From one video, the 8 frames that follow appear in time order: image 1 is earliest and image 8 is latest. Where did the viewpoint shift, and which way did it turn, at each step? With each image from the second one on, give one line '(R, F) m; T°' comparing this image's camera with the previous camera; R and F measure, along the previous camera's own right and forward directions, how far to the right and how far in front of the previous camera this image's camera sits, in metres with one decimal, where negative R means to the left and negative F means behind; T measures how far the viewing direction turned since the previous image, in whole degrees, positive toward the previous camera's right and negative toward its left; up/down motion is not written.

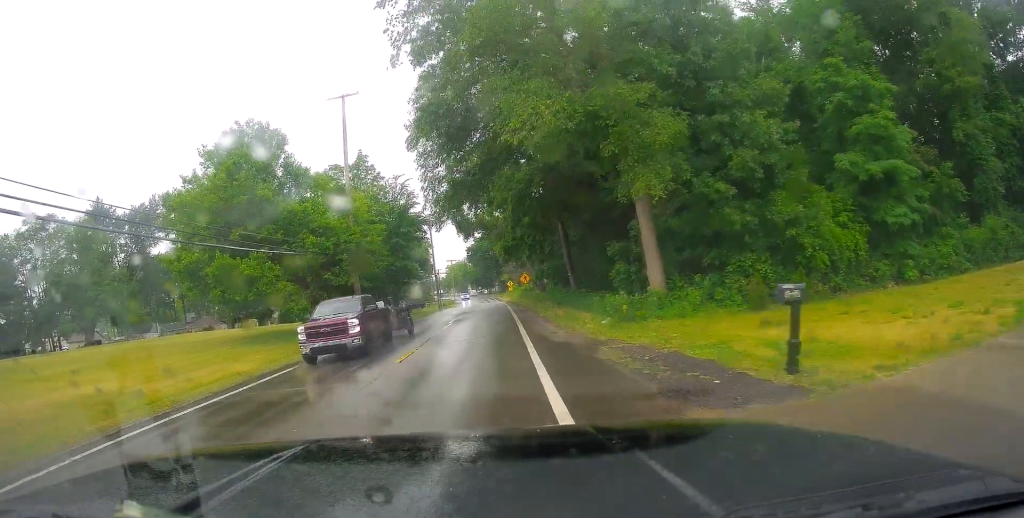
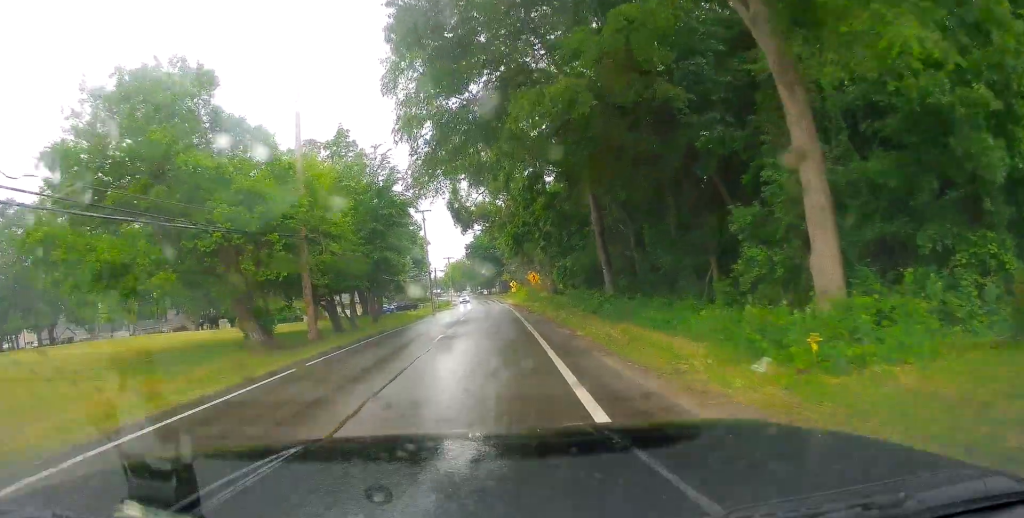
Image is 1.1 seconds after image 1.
(-1.1, +11.3) m; -7°
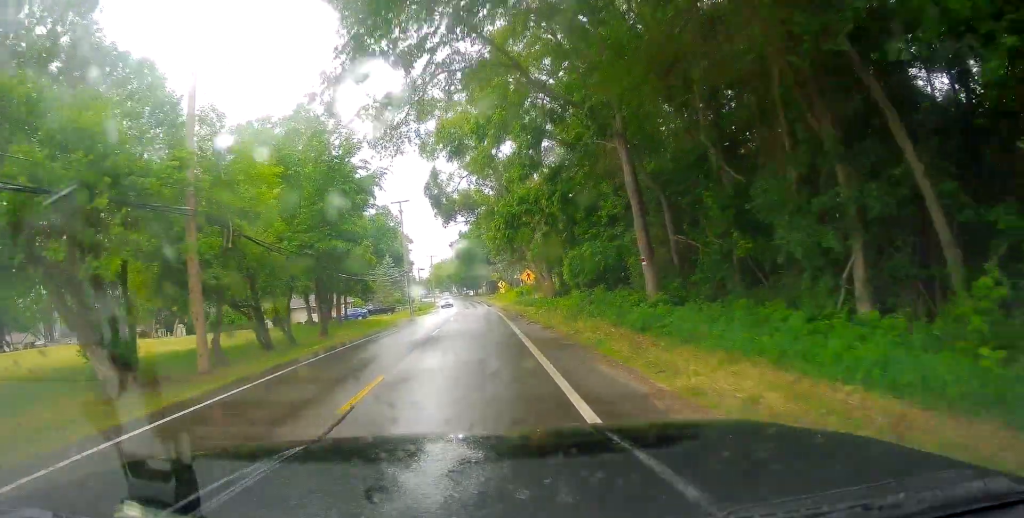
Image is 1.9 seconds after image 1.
(0.0, +9.6) m; -3°
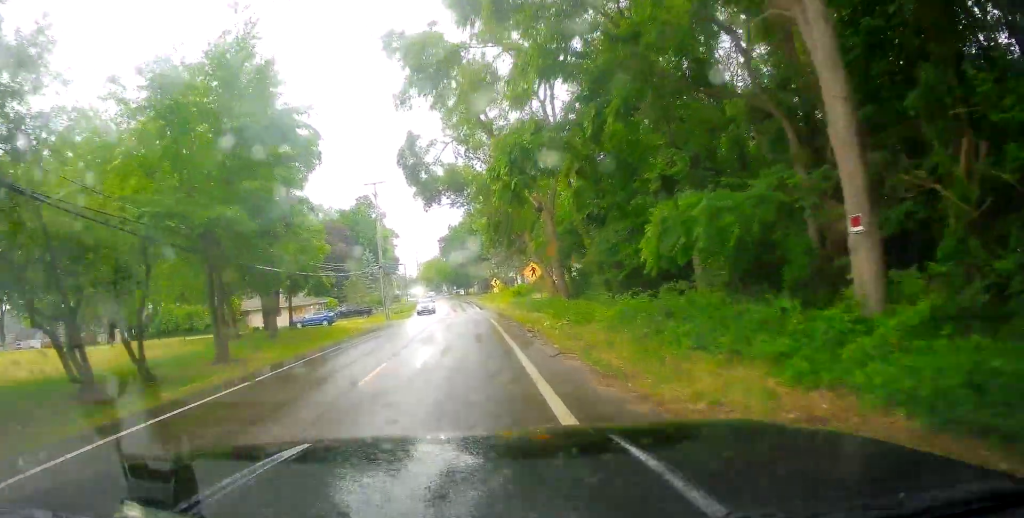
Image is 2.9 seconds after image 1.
(-0.7, +11.9) m; -1°
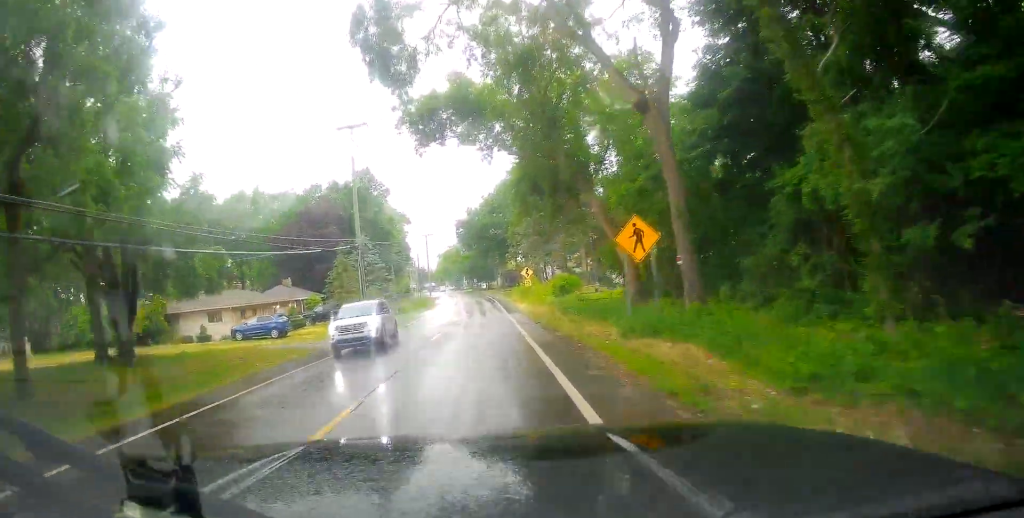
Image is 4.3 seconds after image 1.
(+0.1, +19.3) m; -2°
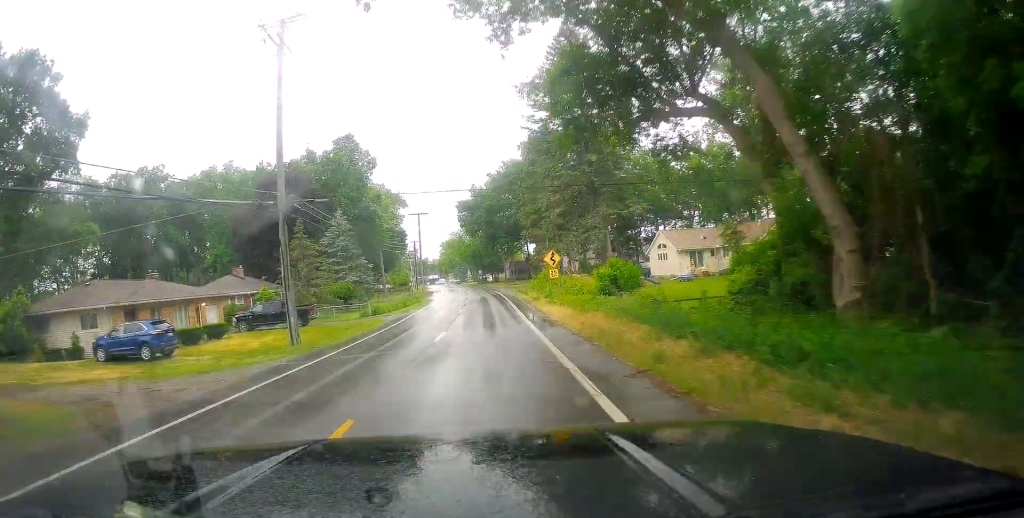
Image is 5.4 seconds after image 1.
(-0.1, +16.3) m; 0°
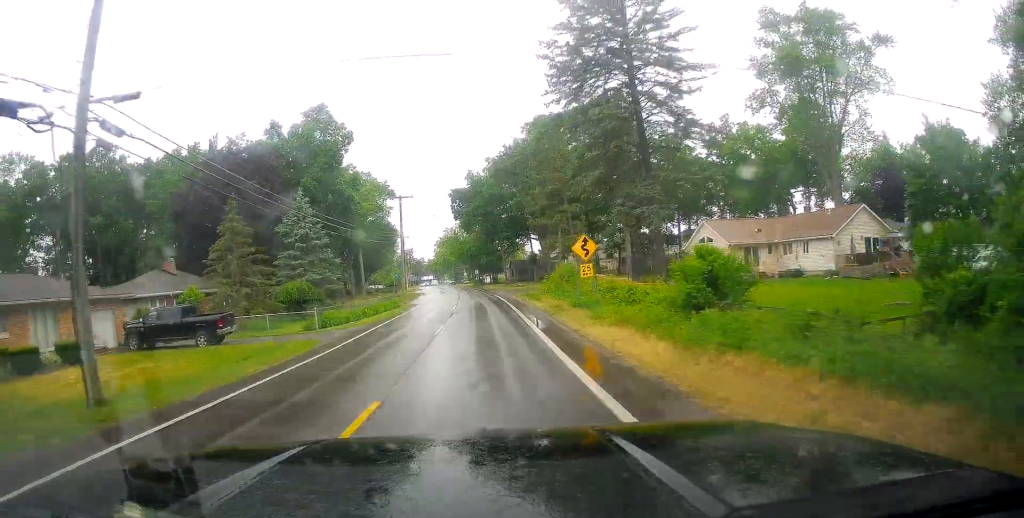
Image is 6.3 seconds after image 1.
(+0.1, +13.2) m; -1°
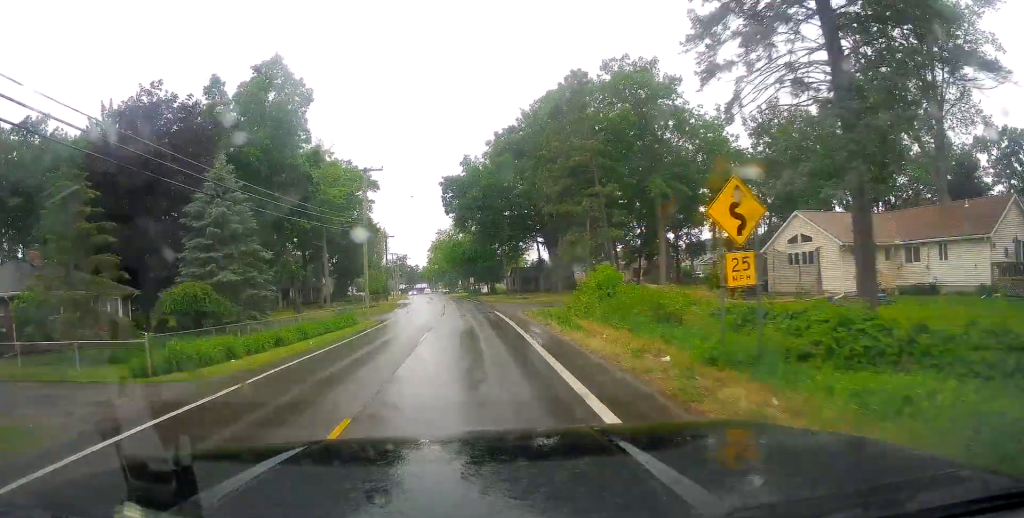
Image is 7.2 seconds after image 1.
(-0.3, +16.0) m; -1°
